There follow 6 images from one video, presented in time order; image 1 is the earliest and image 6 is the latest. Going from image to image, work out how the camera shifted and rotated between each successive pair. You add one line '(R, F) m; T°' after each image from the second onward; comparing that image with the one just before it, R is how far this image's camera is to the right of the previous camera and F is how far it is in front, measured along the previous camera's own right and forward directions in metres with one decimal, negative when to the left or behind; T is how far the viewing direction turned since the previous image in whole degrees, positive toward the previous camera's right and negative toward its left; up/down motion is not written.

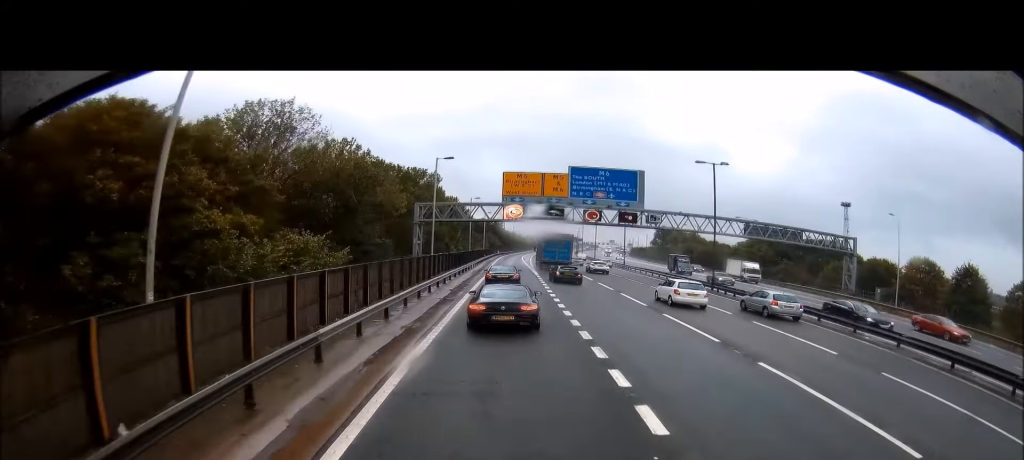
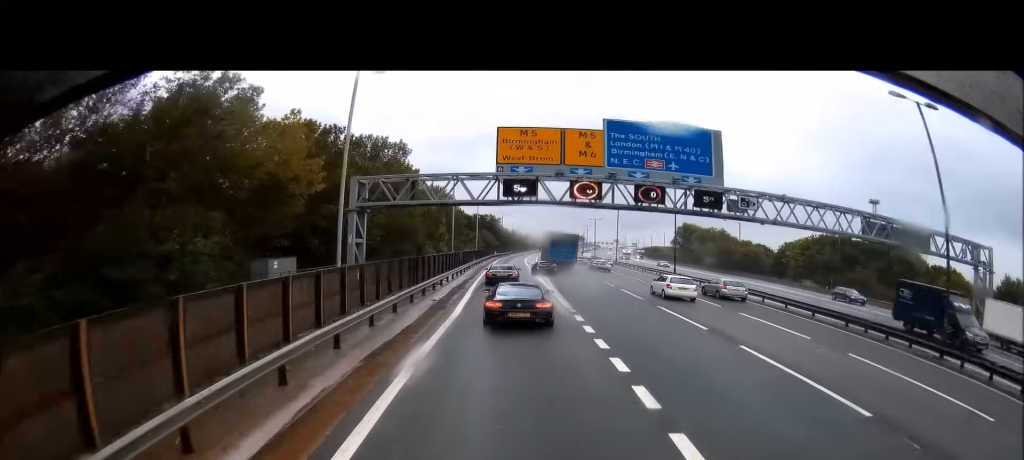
(+0.1, +24.7) m; 0°
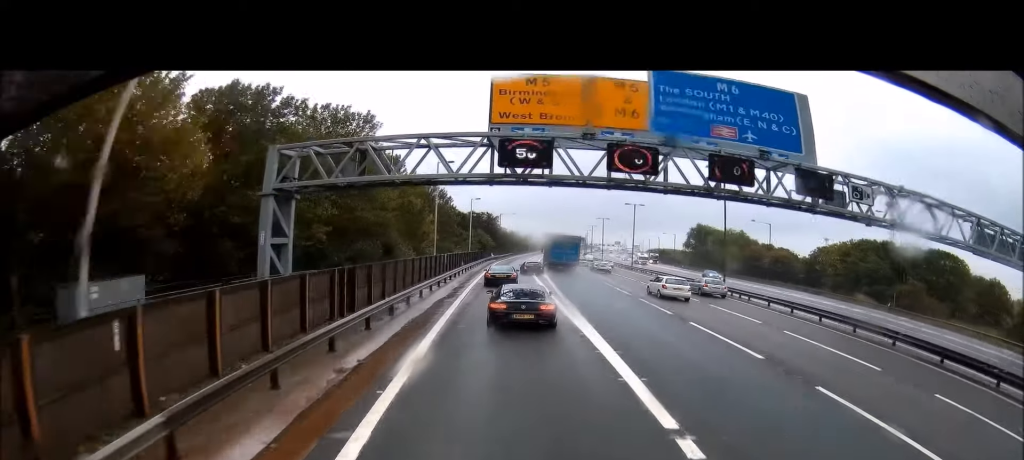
(0.0, +13.1) m; 0°
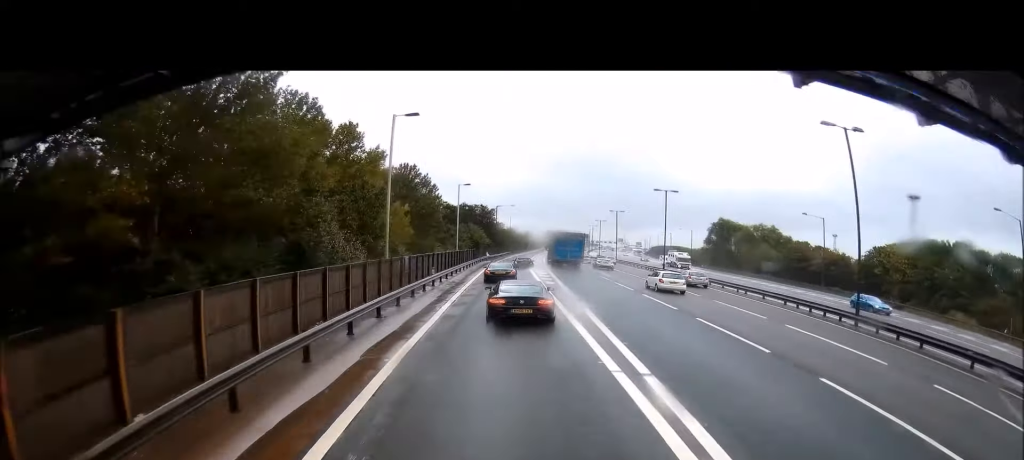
(0.0, +17.0) m; 0°
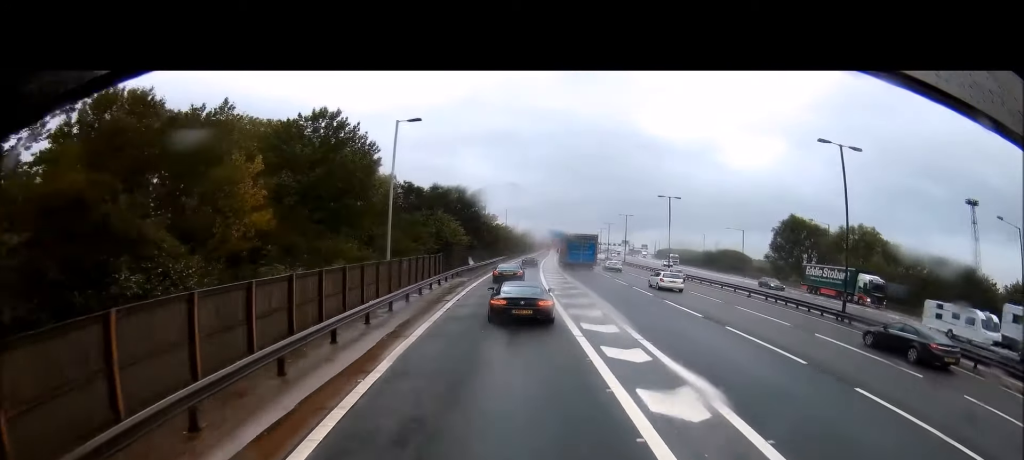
(0.0, +35.5) m; 0°
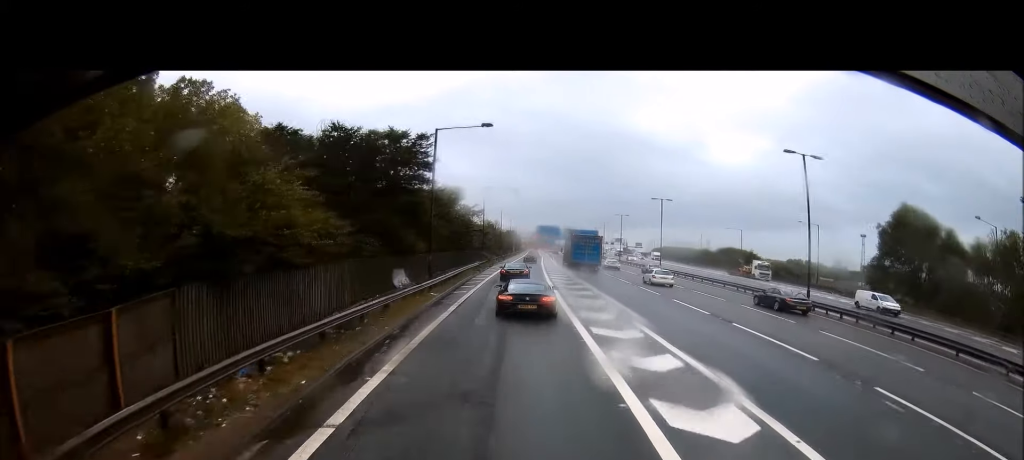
(0.0, +35.6) m; 0°
